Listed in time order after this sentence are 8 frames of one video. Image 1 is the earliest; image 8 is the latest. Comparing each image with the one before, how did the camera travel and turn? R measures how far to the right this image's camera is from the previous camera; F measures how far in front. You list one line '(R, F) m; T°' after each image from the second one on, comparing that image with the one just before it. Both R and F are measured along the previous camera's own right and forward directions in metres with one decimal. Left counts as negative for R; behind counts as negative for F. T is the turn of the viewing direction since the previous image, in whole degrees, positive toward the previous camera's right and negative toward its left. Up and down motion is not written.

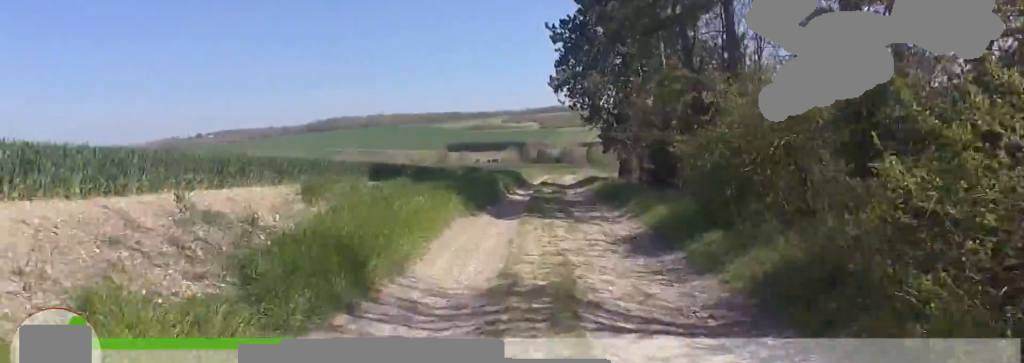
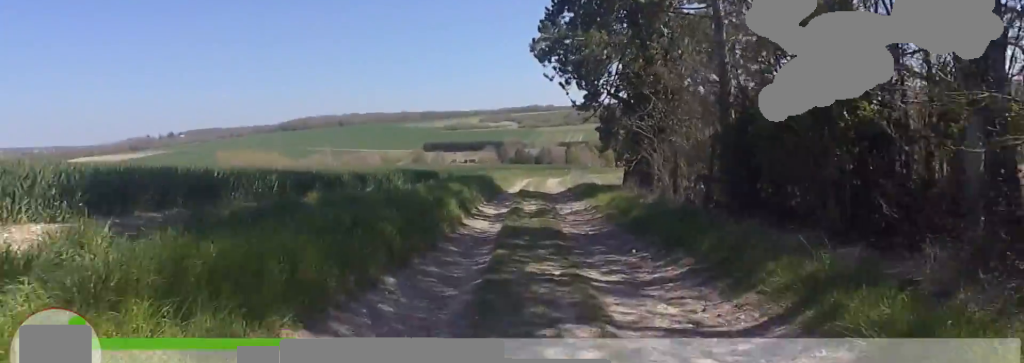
(+0.2, +8.7) m; +3°
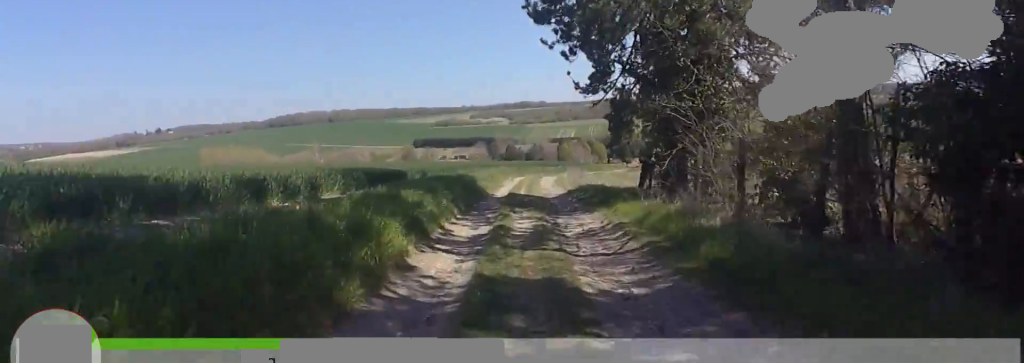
(-0.1, +5.4) m; +1°
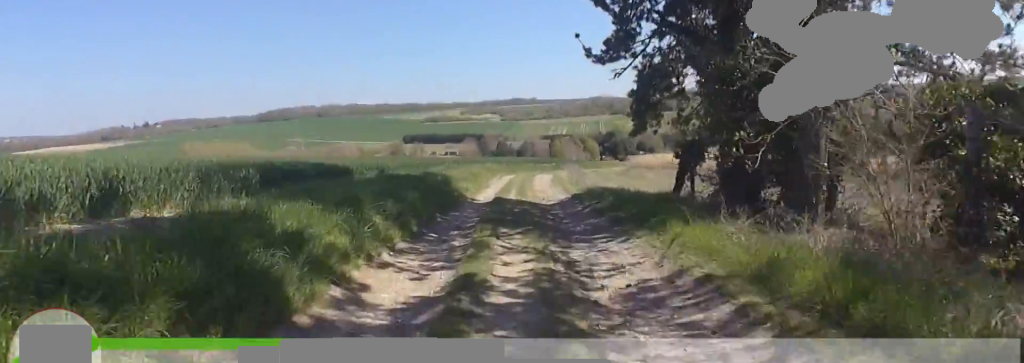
(+0.2, +5.5) m; +2°
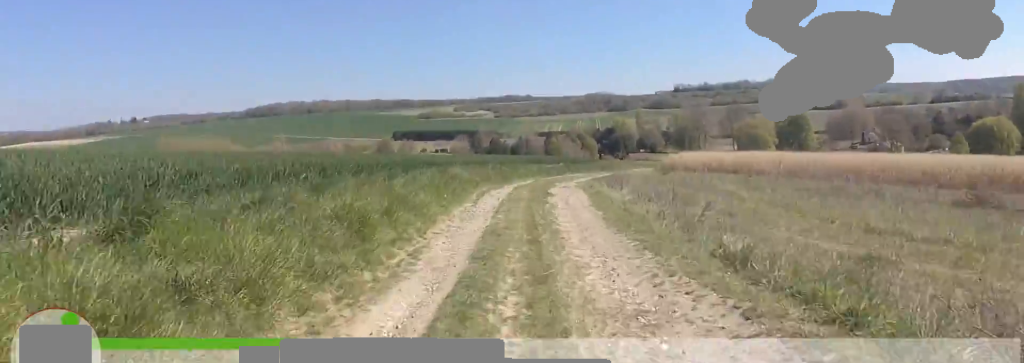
(+0.5, +17.4) m; +2°
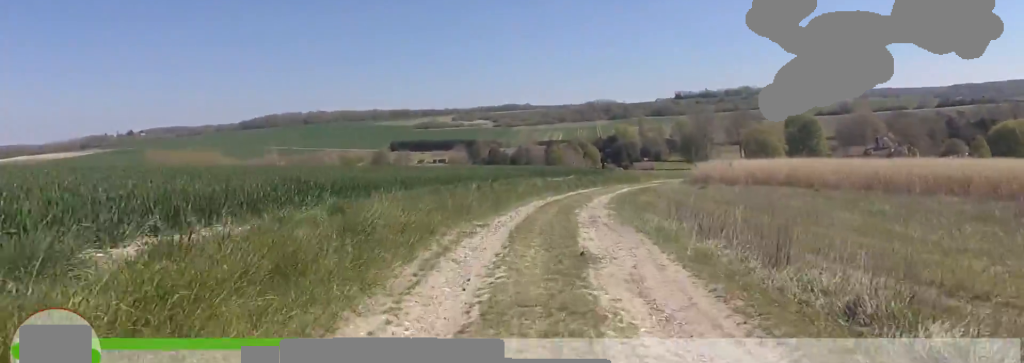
(-0.1, +8.8) m; +3°
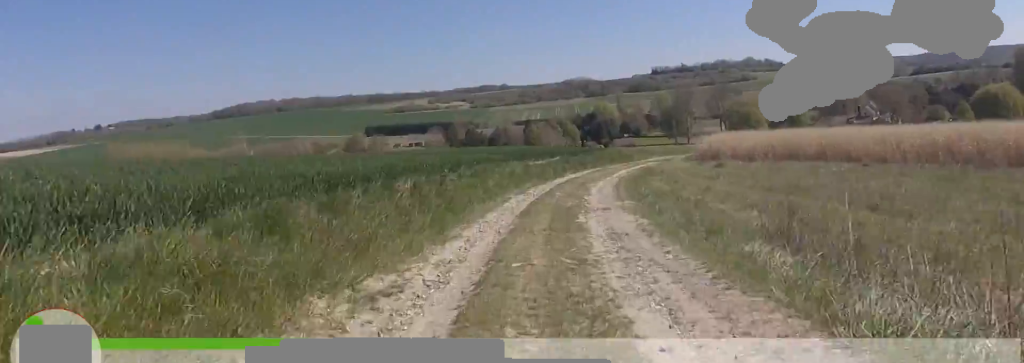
(+0.4, +6.1) m; -2°
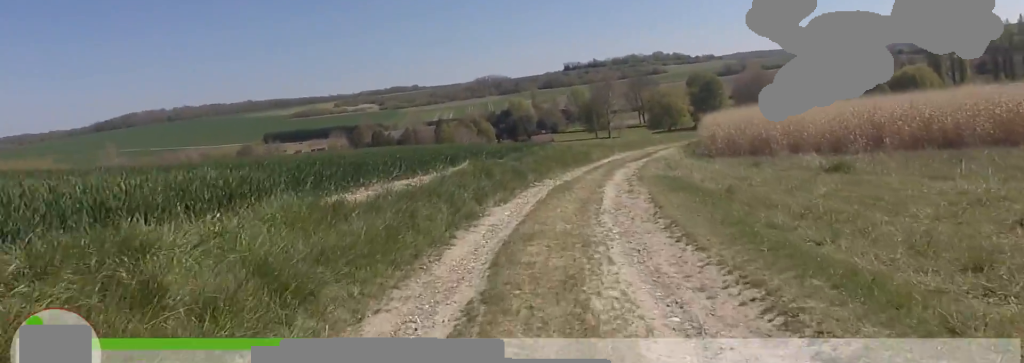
(-0.2, +16.5) m; +9°
